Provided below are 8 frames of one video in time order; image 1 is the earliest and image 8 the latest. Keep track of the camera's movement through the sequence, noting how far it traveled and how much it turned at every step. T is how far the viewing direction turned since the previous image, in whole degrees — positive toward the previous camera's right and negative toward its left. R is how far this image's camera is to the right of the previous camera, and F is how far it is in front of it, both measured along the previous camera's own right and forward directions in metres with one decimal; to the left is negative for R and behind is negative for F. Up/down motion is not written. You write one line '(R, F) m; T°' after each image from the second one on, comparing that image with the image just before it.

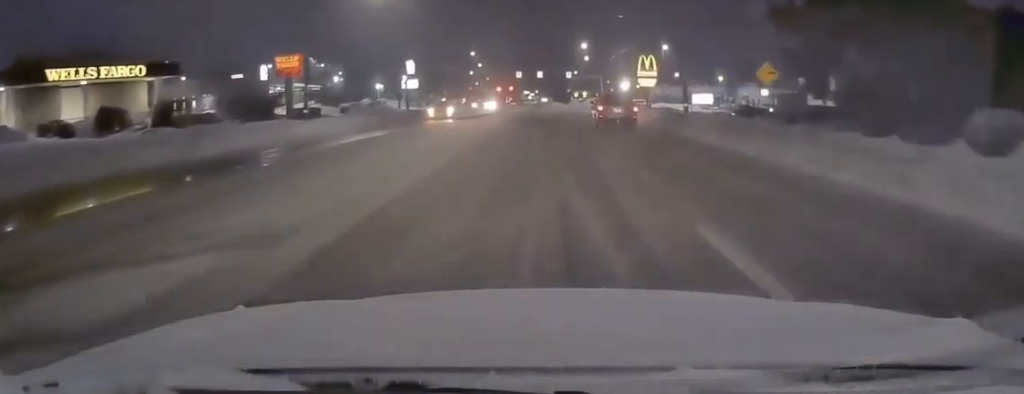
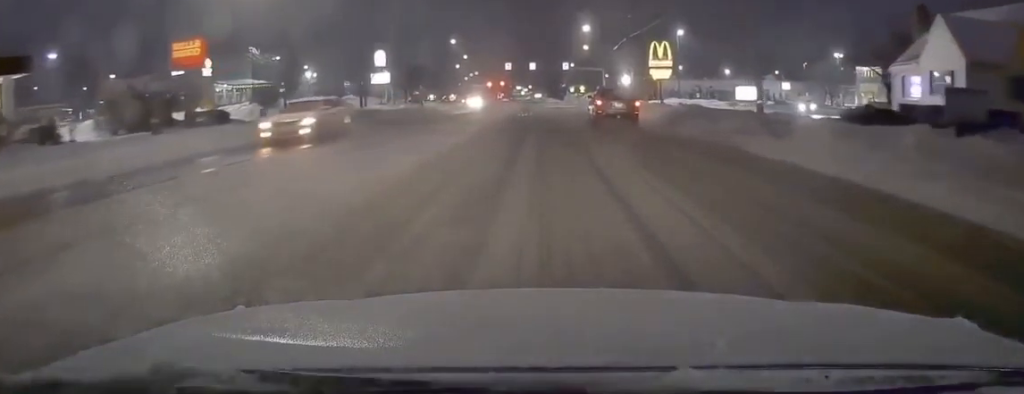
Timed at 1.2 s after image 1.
(-0.2, +15.8) m; 0°
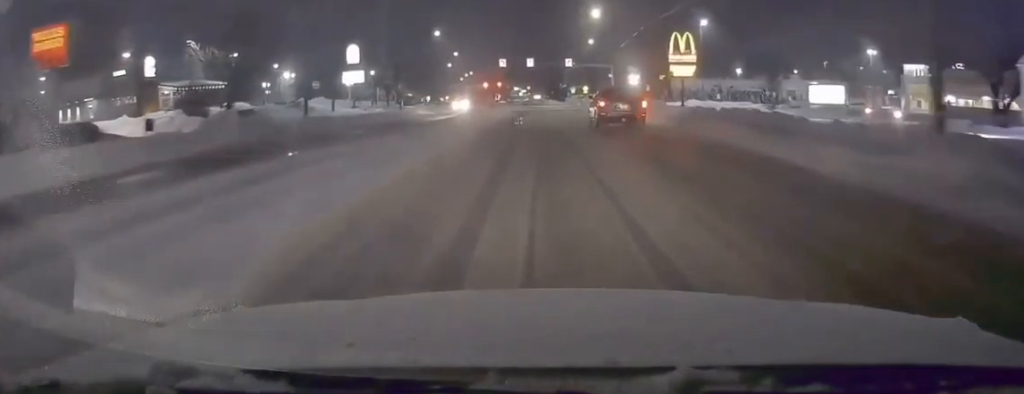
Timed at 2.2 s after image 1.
(+0.1, +12.6) m; +1°
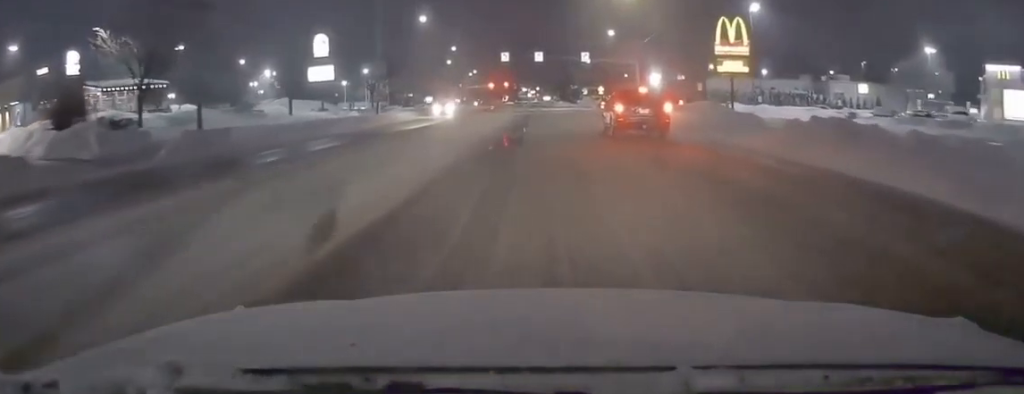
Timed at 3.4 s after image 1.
(+0.1, +14.7) m; 0°
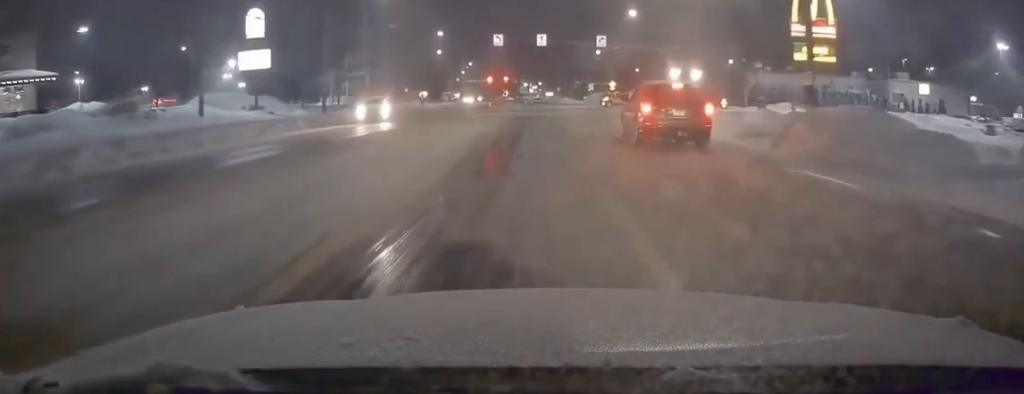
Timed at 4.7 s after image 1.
(-0.2, +16.3) m; 0°
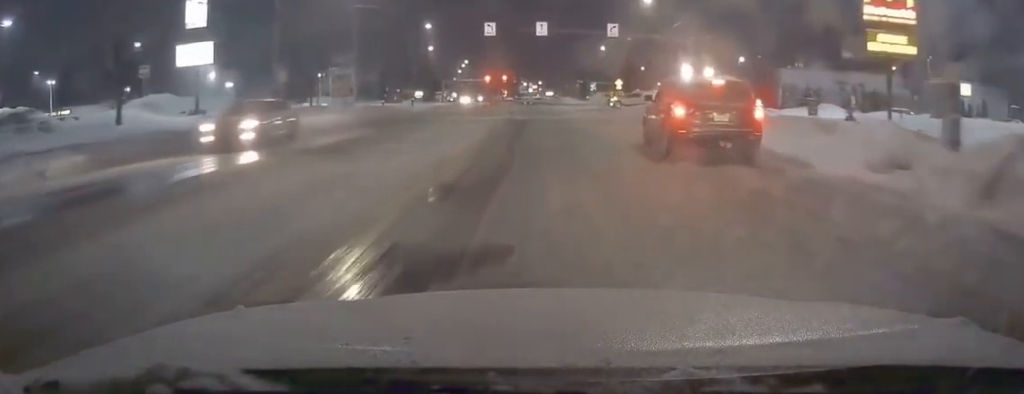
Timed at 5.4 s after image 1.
(+0.1, +8.8) m; 0°
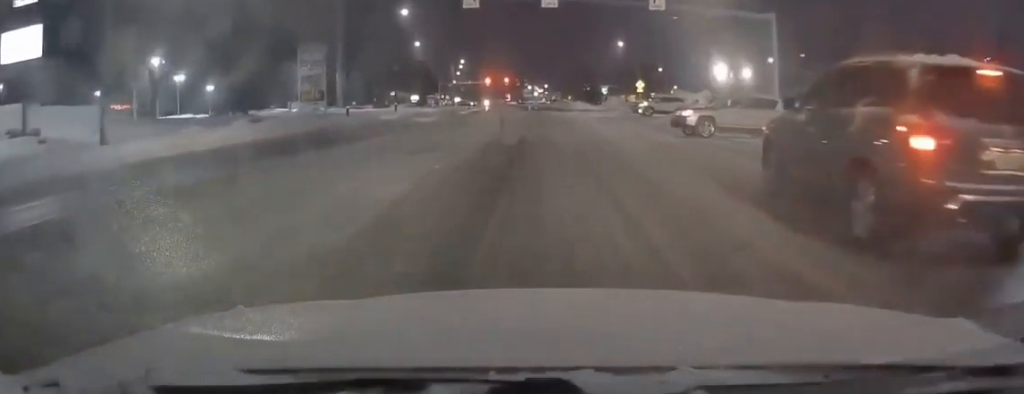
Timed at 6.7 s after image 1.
(-0.1, +16.0) m; -2°
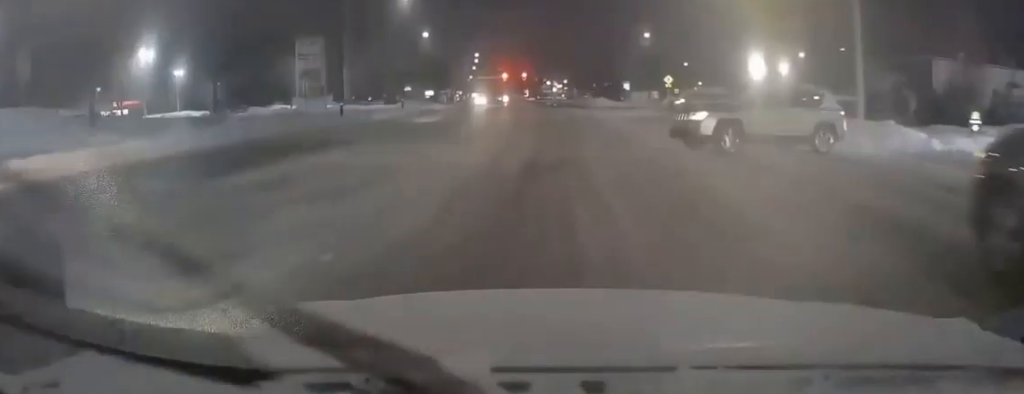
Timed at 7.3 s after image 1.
(-0.1, +7.0) m; -5°
